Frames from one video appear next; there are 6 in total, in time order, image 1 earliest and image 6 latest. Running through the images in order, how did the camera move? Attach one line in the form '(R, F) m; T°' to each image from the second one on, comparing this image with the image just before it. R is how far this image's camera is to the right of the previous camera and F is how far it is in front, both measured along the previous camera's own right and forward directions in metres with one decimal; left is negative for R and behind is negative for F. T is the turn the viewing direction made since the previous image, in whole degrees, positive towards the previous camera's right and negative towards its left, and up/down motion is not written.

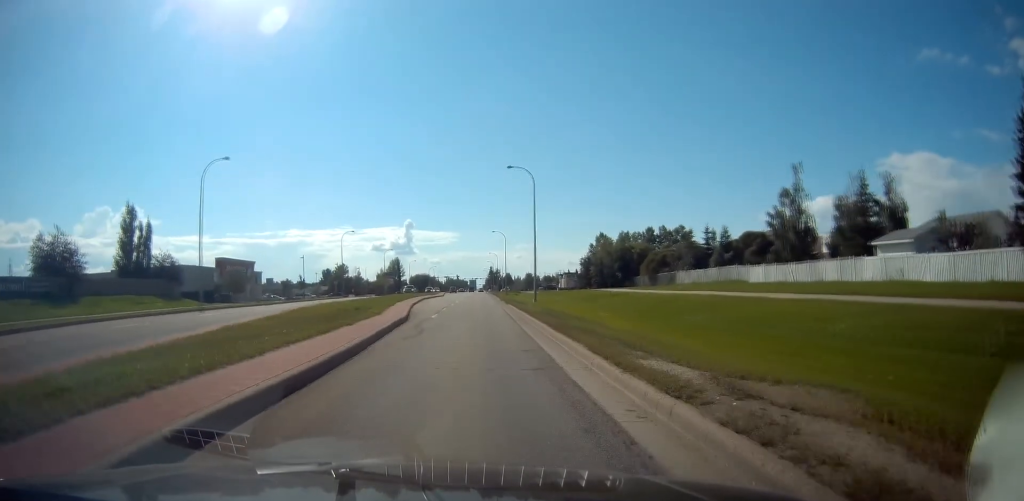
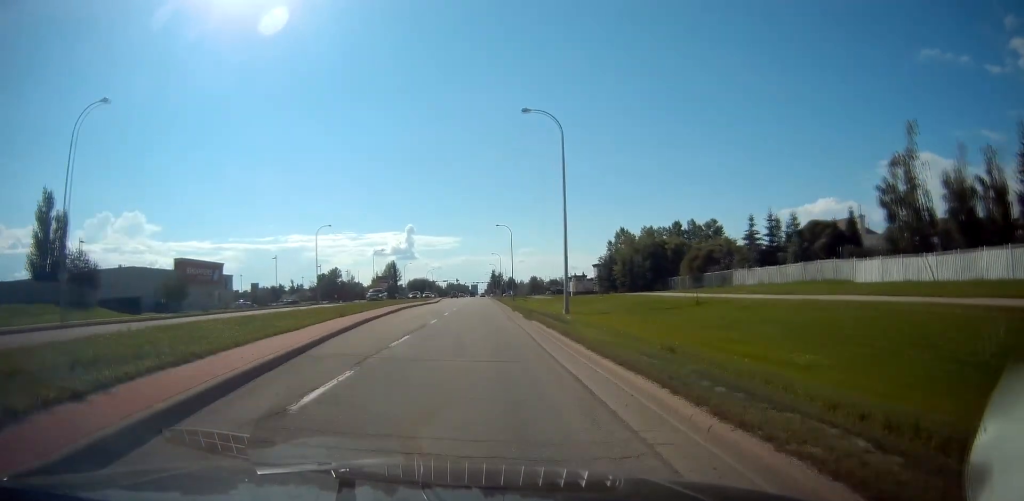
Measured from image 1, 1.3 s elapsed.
(0.0, +18.0) m; 0°
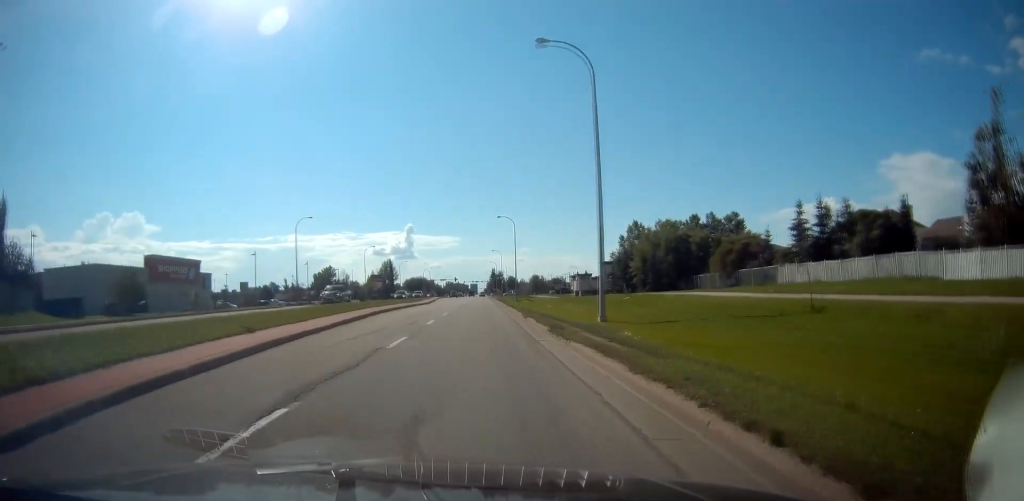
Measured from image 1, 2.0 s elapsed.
(0.0, +10.2) m; 0°
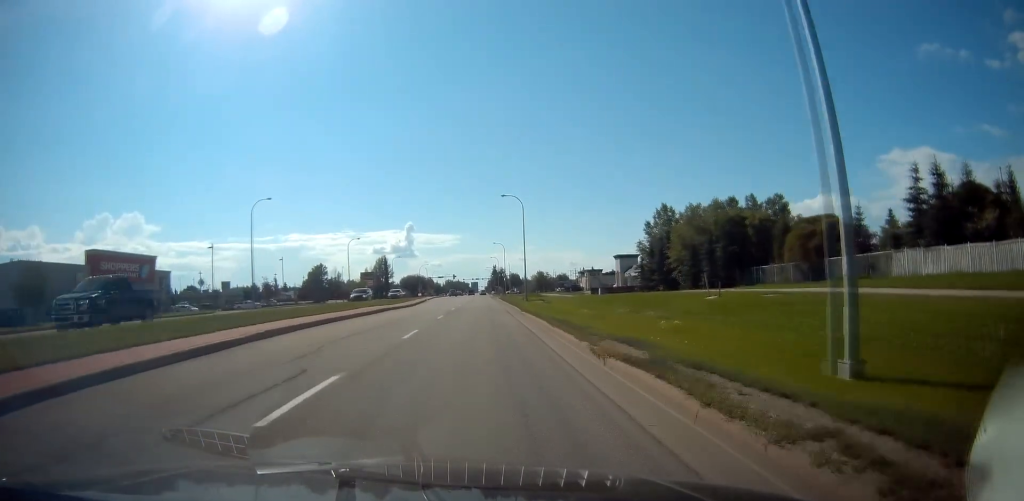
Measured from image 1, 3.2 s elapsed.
(0.0, +16.7) m; 0°
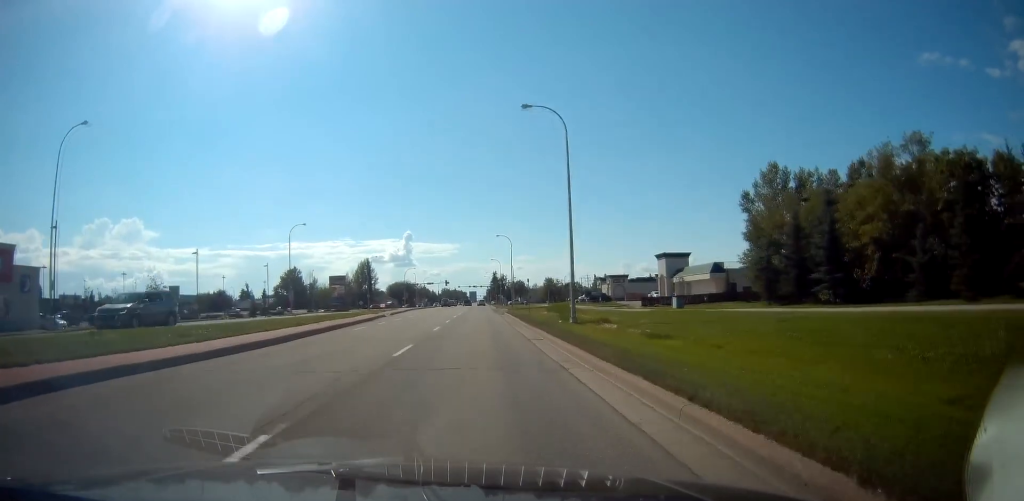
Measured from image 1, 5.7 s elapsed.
(0.0, +34.9) m; 0°
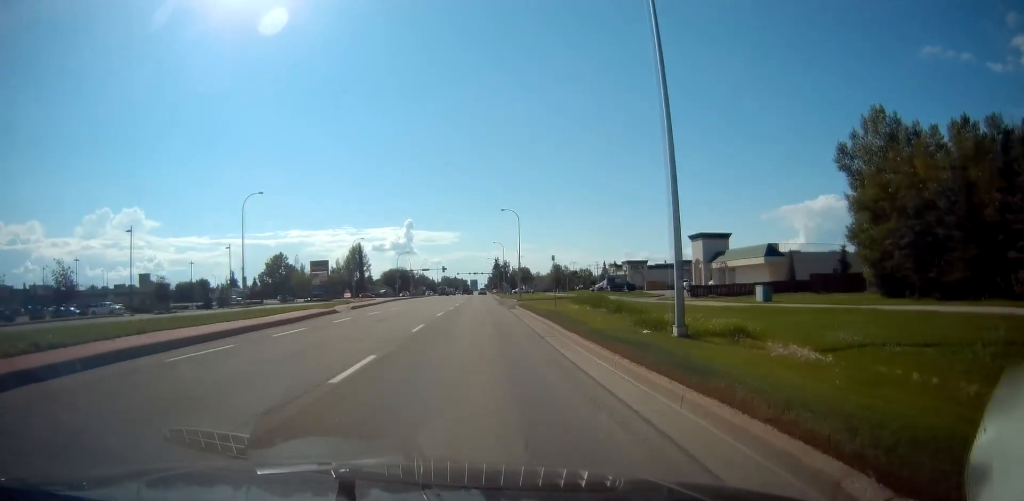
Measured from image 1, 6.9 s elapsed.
(0.0, +16.8) m; 0°
